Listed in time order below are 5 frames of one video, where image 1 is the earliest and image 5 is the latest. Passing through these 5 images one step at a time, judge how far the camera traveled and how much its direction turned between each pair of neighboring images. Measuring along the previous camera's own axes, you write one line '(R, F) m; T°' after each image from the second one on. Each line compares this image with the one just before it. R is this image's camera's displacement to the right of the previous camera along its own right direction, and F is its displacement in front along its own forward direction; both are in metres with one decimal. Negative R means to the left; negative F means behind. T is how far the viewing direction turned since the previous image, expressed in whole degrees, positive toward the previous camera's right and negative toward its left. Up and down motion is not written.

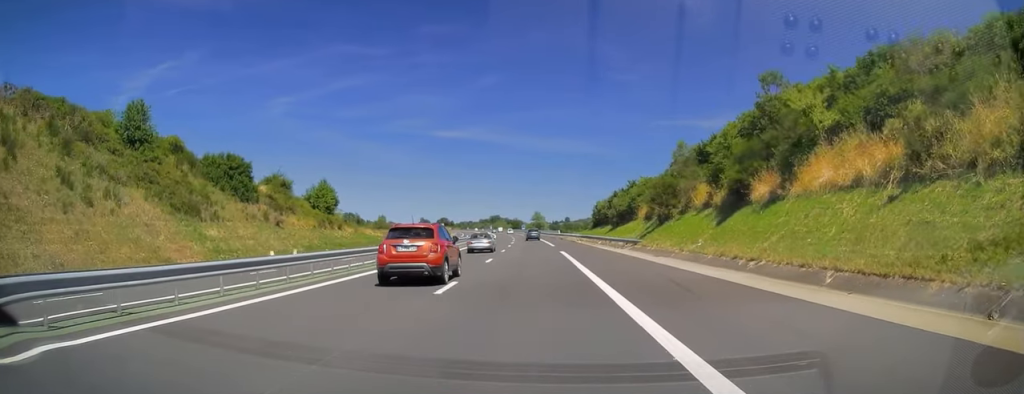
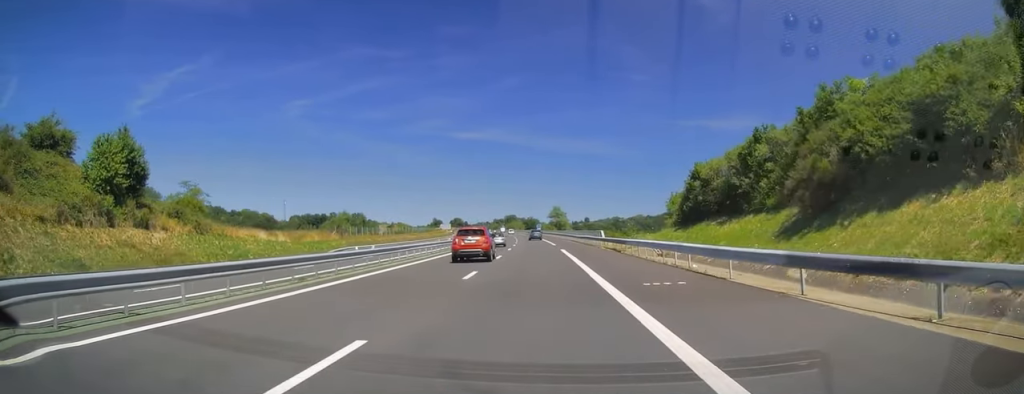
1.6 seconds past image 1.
(-0.6, +48.2) m; -2°
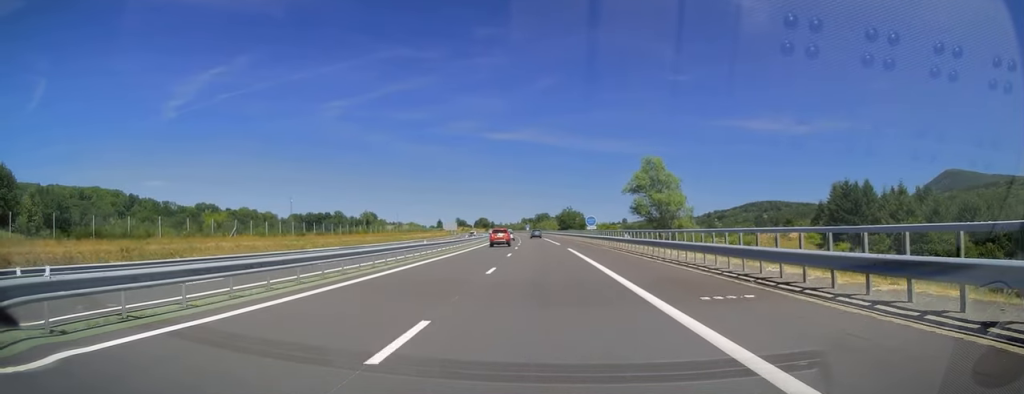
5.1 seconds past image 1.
(-3.3, +103.0) m; -3°
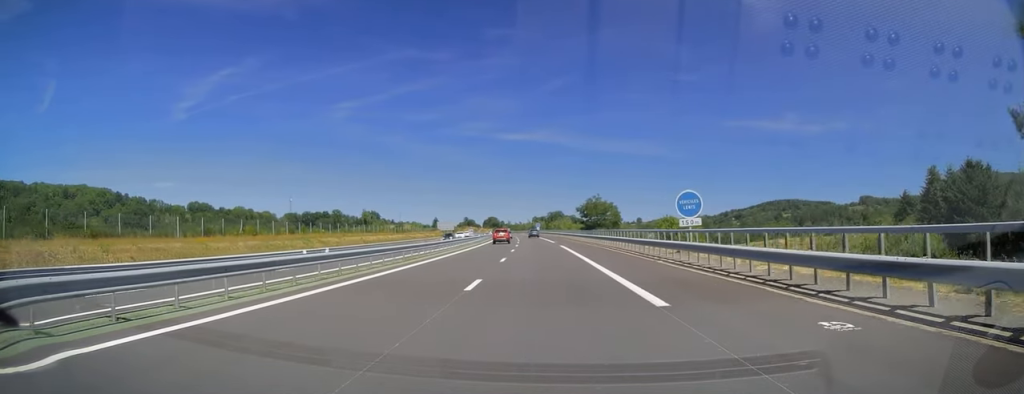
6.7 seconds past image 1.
(-0.6, +44.7) m; -2°
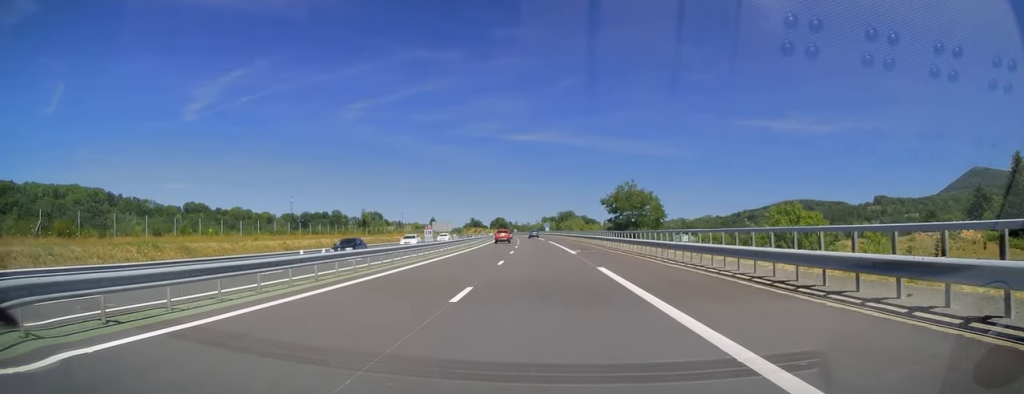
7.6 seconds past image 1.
(-0.1, +28.4) m; -1°
